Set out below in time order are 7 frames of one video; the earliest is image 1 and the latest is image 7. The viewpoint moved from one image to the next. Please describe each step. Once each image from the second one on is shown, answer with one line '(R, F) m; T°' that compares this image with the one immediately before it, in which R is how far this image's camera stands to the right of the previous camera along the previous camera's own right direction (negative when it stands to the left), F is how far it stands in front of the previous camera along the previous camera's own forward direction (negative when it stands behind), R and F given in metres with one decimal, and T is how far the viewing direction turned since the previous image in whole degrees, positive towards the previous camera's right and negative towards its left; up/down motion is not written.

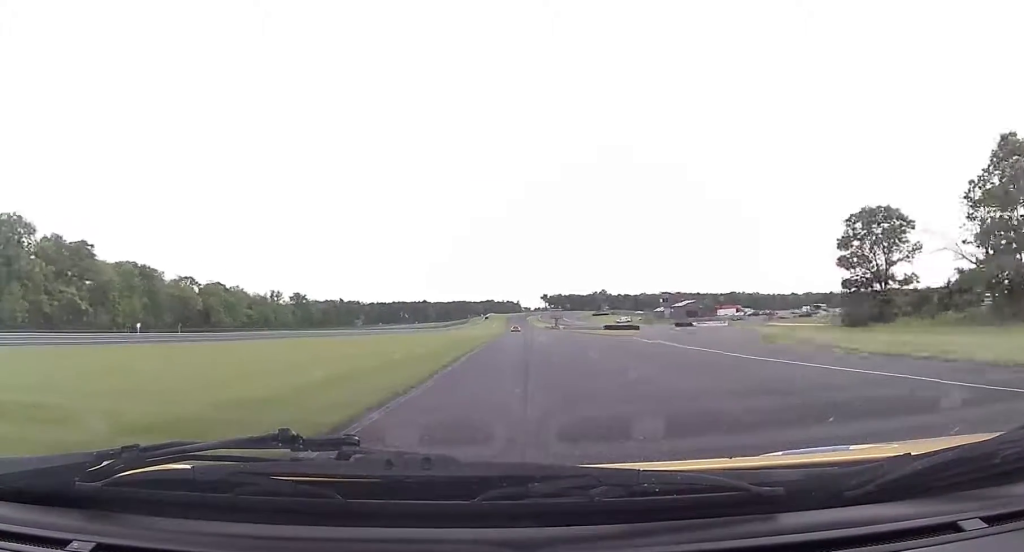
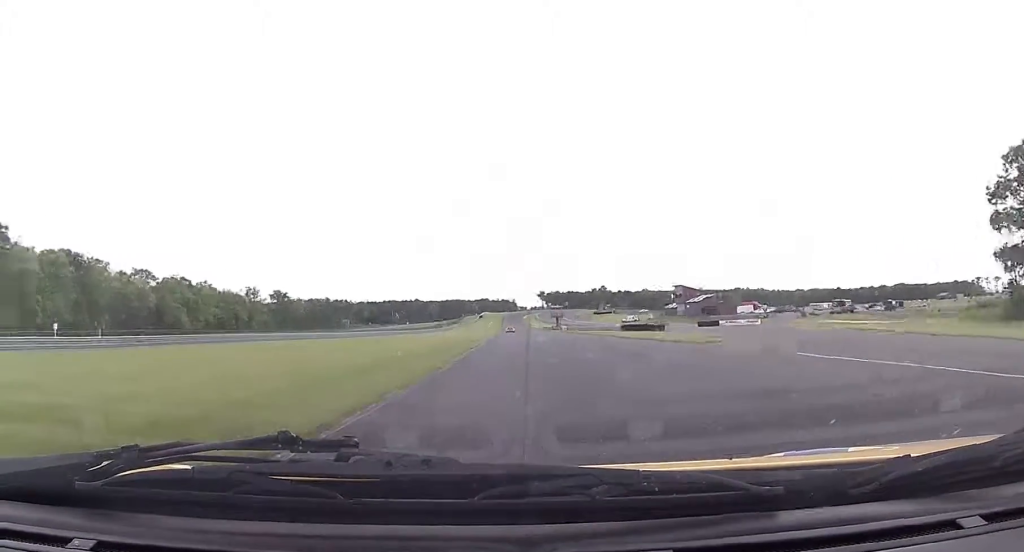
(+0.3, +27.2) m; +1°
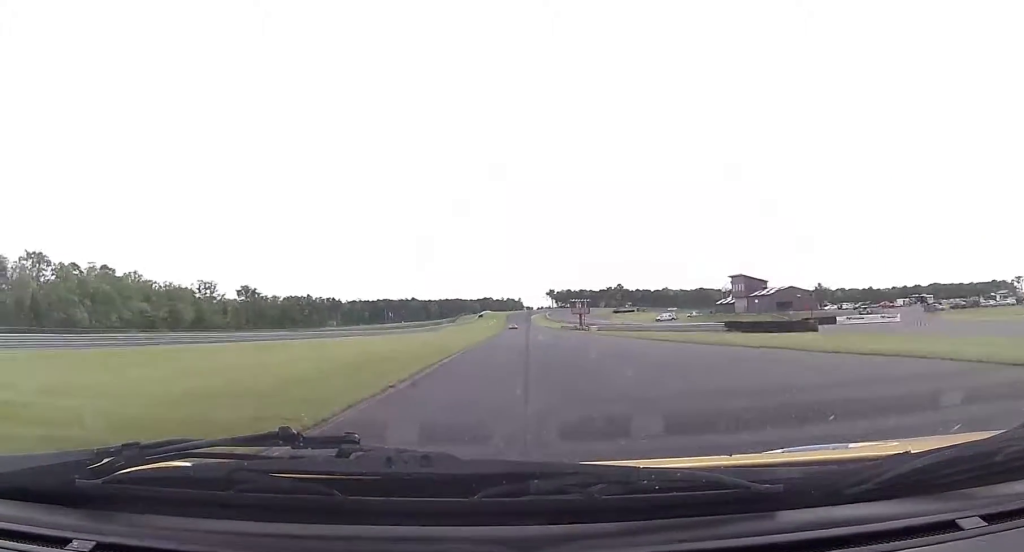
(+0.5, +55.8) m; +1°
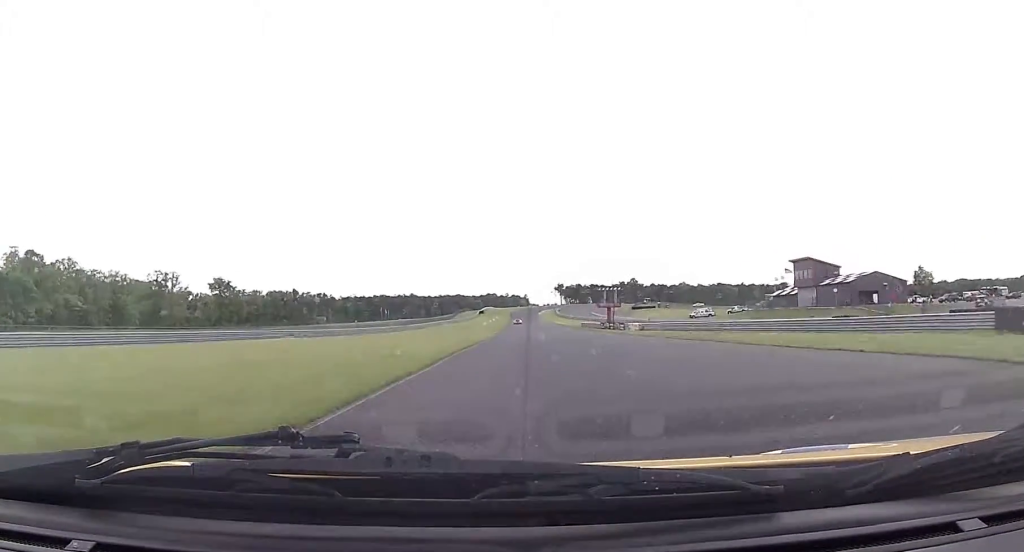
(+0.1, +37.5) m; 0°
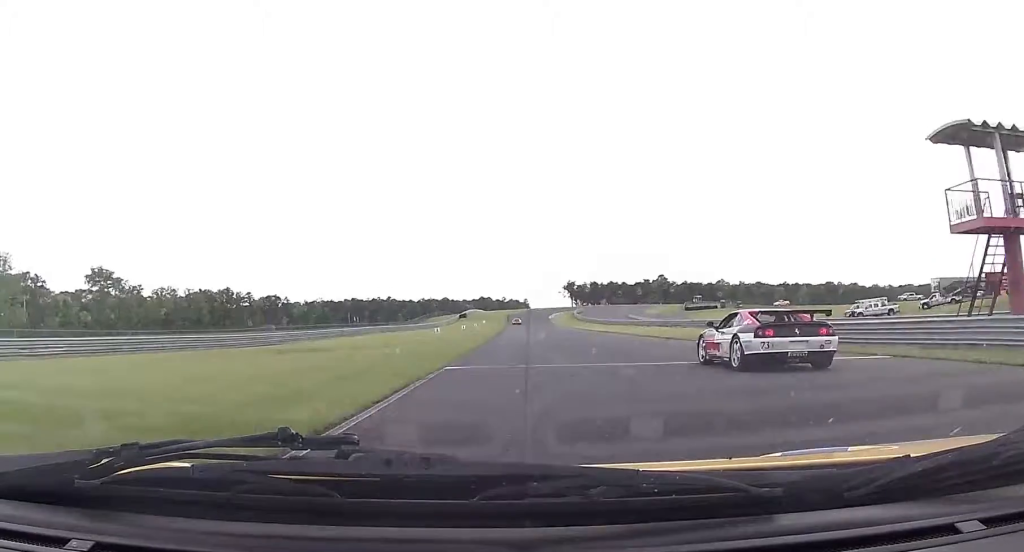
(-1.1, +92.7) m; -1°
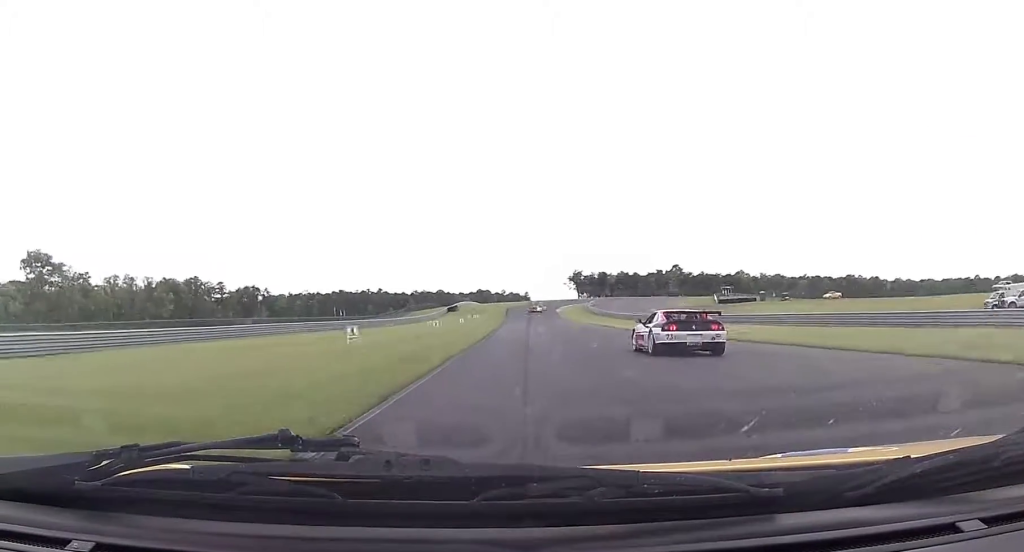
(+0.1, +32.9) m; +1°
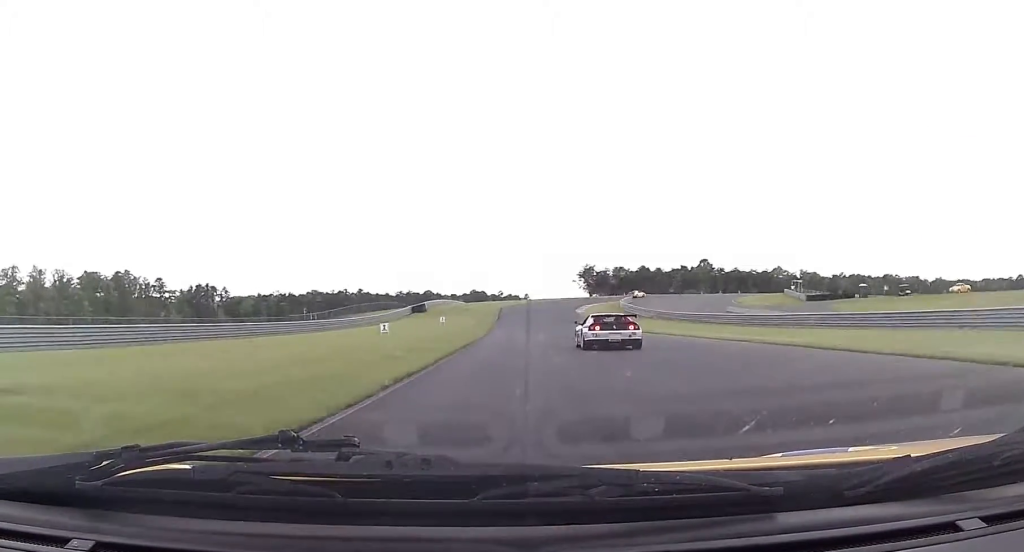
(0.0, +52.7) m; 0°
